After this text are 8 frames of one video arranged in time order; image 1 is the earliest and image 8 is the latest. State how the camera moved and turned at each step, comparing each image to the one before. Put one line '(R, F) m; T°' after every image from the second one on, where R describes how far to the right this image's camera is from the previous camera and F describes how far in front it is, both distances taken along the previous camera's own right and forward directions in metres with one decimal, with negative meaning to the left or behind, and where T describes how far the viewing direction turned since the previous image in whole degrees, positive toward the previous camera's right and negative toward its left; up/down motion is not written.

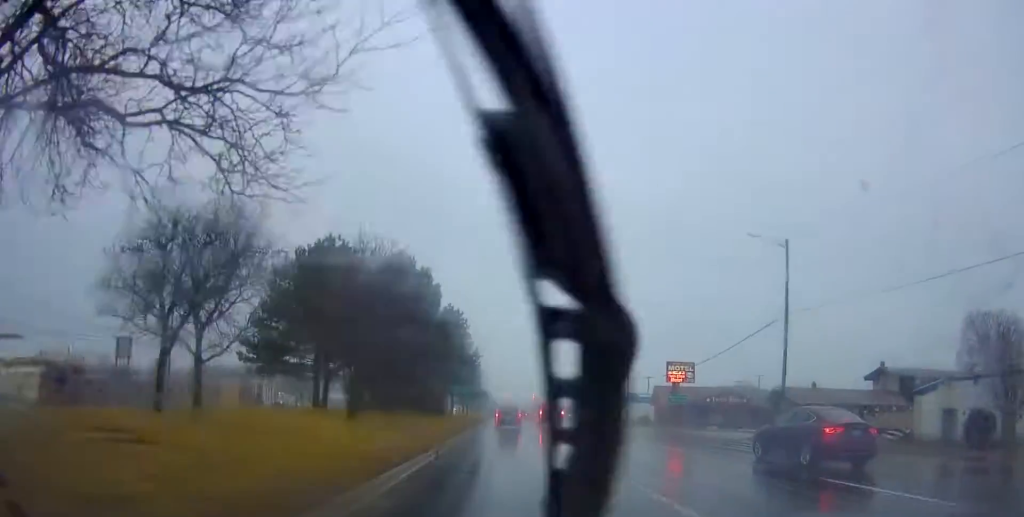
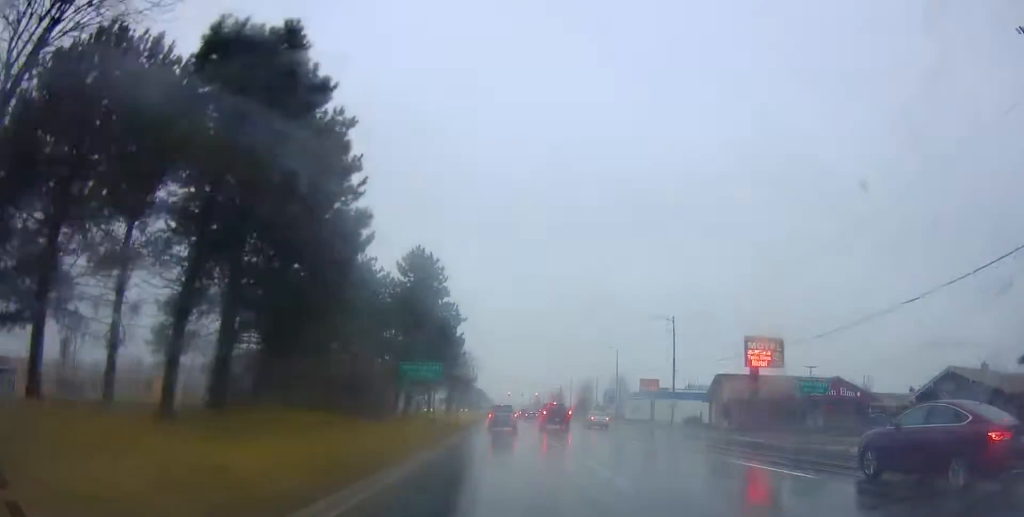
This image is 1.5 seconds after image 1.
(-0.9, +25.7) m; -1°
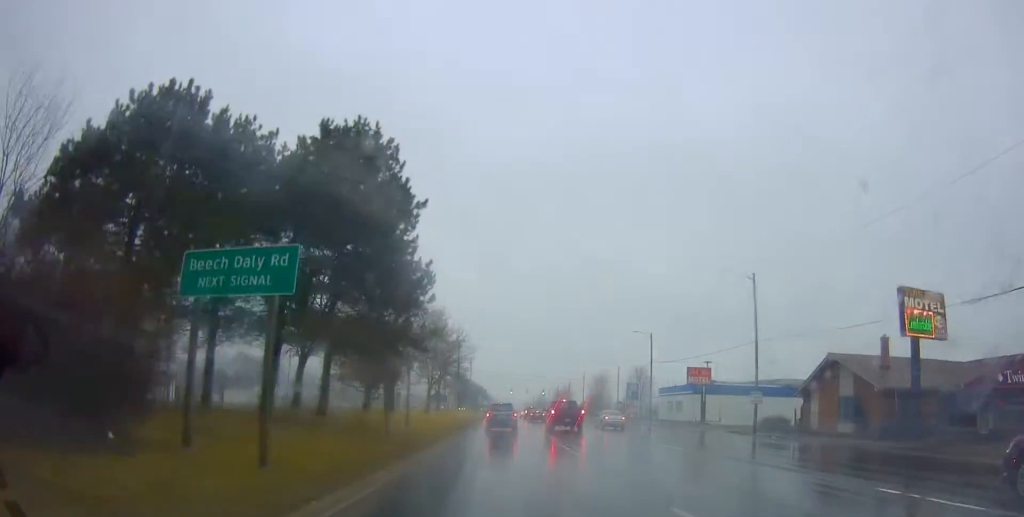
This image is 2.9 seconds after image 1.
(+0.9, +21.9) m; +1°
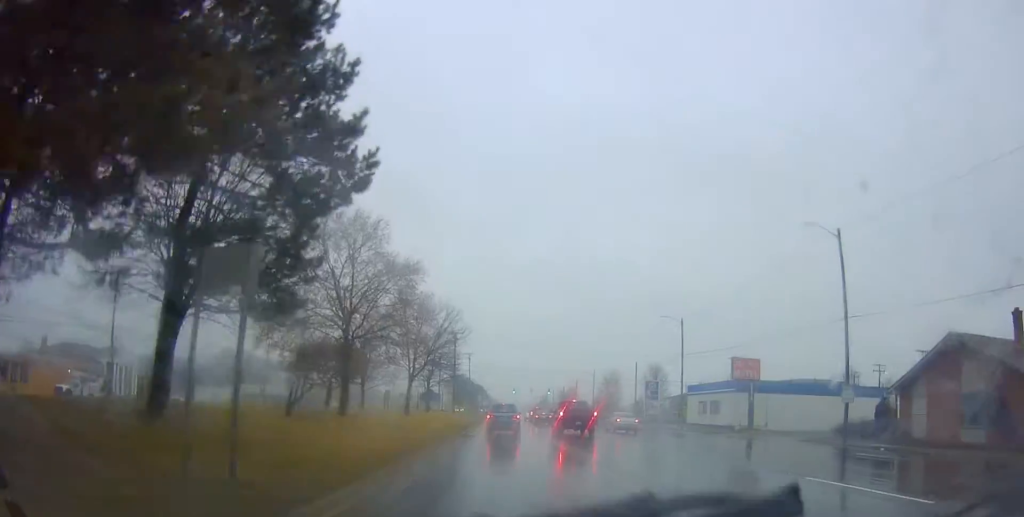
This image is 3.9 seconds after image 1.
(-0.3, +12.7) m; -1°
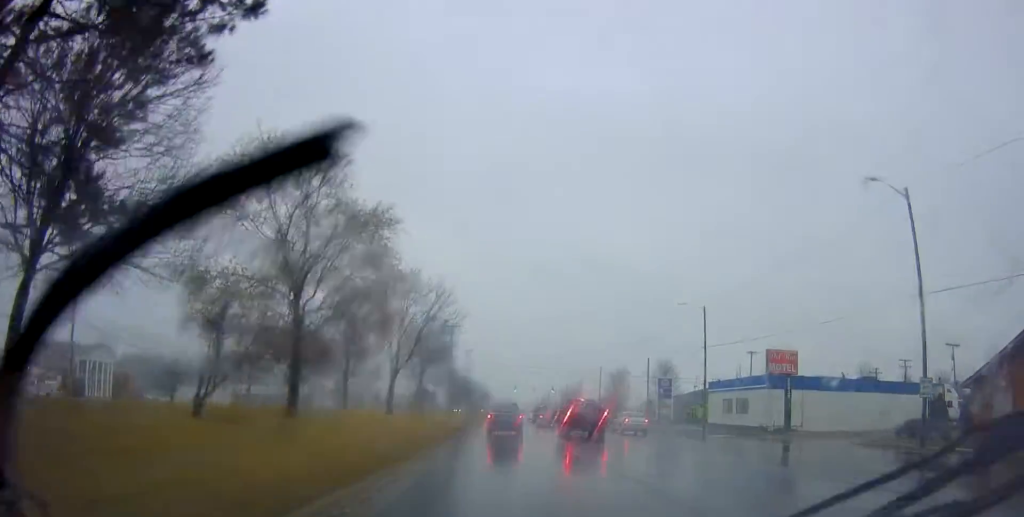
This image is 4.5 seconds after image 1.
(-0.2, +7.2) m; 0°
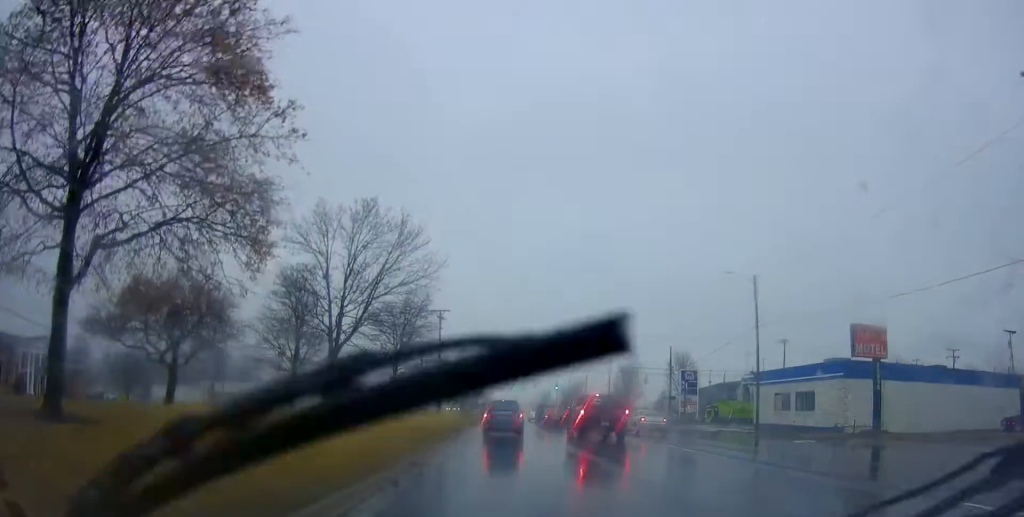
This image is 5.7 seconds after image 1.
(+0.6, +12.6) m; -1°
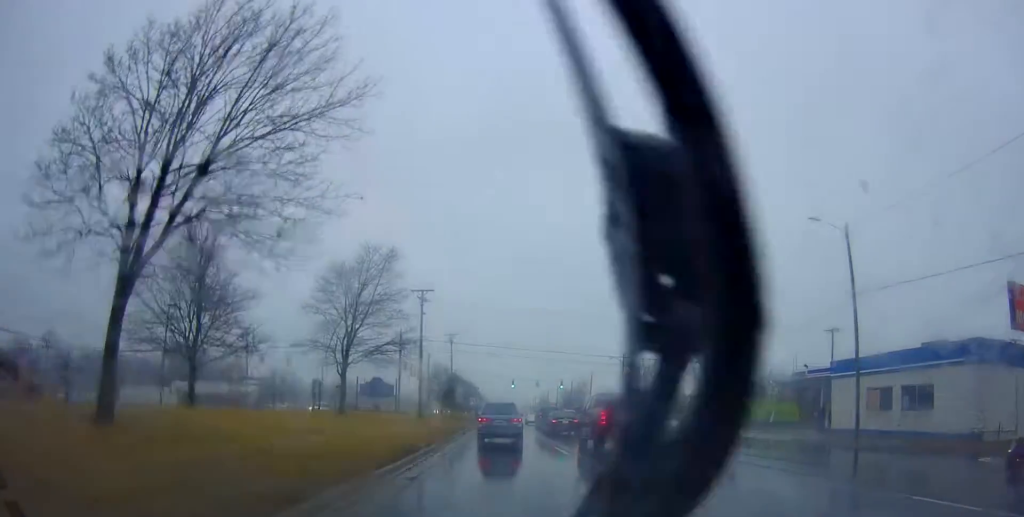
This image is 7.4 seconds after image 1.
(-0.8, +14.6) m; -1°
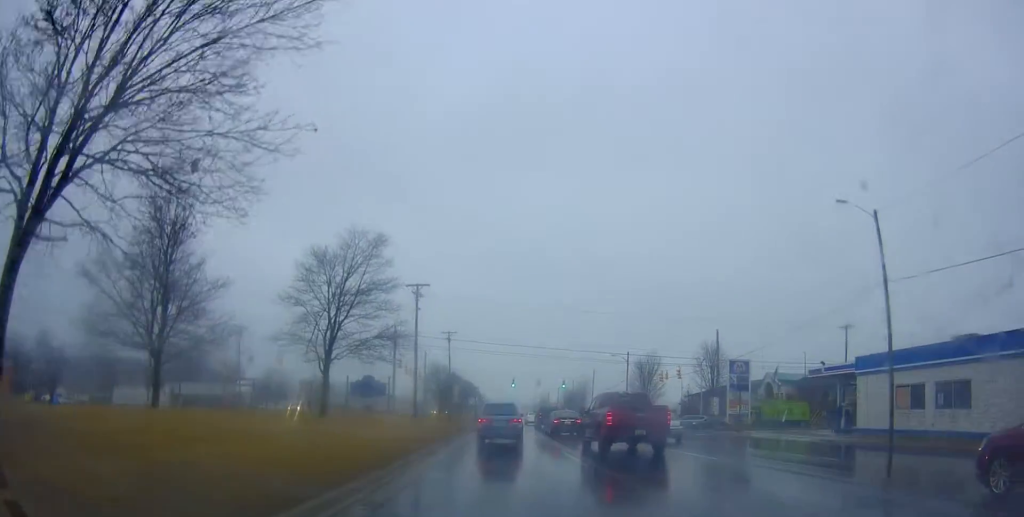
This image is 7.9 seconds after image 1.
(+0.1, +3.2) m; +3°
